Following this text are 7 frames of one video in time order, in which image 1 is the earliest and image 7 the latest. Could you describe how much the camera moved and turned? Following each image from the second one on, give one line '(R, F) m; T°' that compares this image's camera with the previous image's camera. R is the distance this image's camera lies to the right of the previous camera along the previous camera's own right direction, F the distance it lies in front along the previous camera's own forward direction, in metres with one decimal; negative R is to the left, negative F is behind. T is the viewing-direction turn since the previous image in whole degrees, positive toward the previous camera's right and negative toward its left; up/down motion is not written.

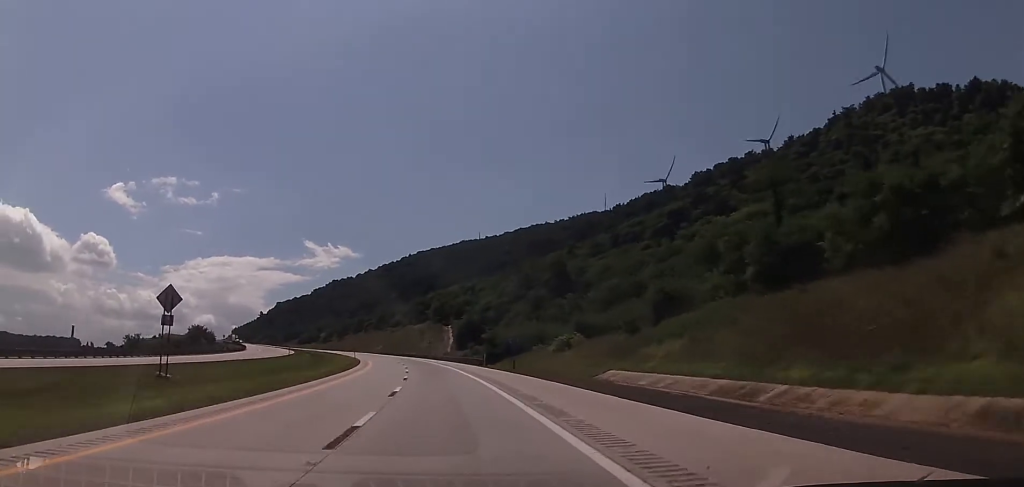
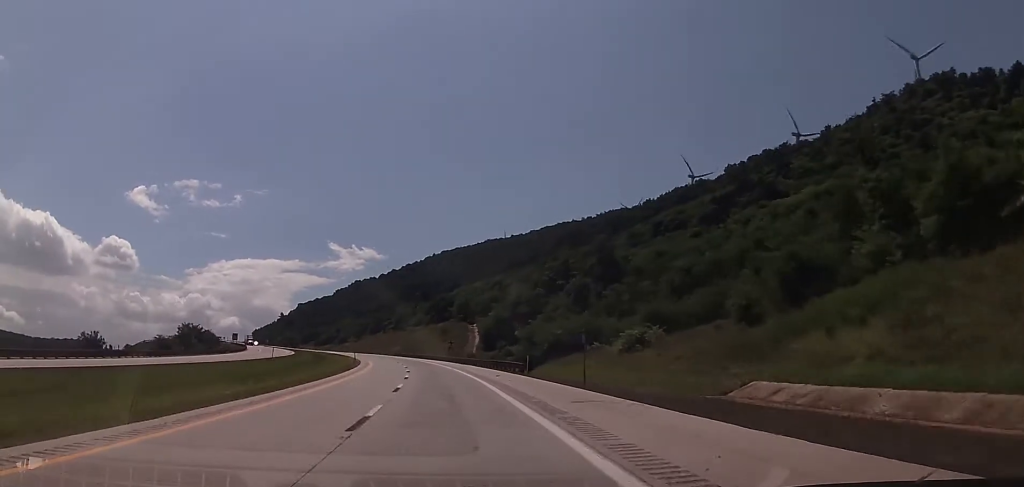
(-0.6, +22.0) m; -2°
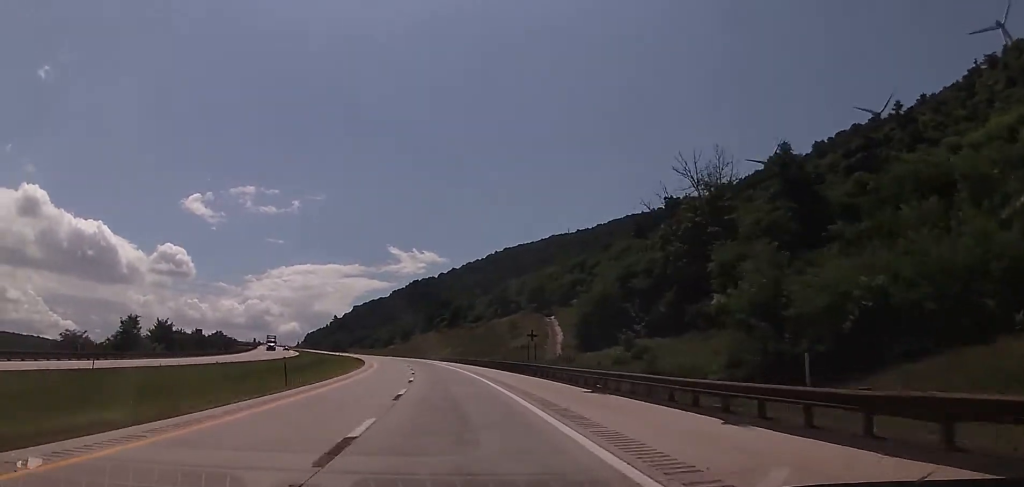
(-2.5, +53.0) m; -6°
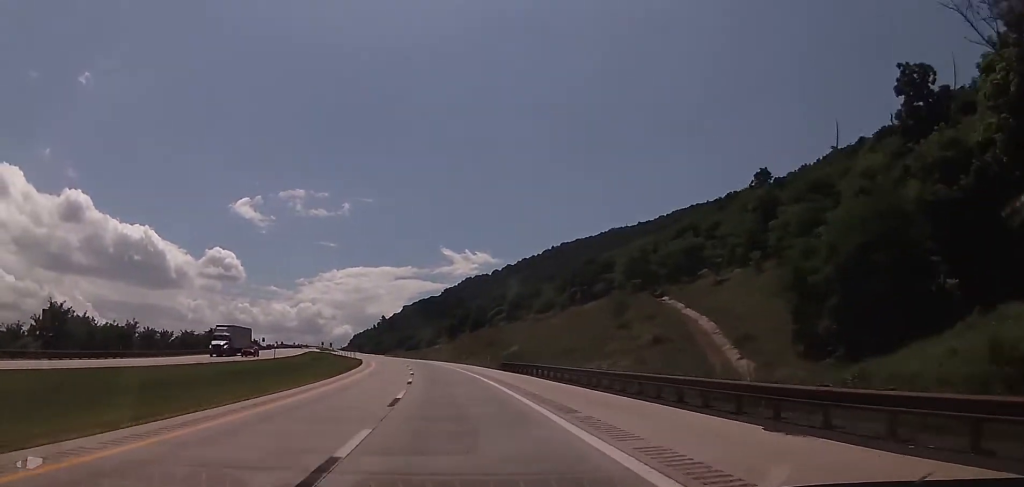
(-2.1, +51.9) m; -4°
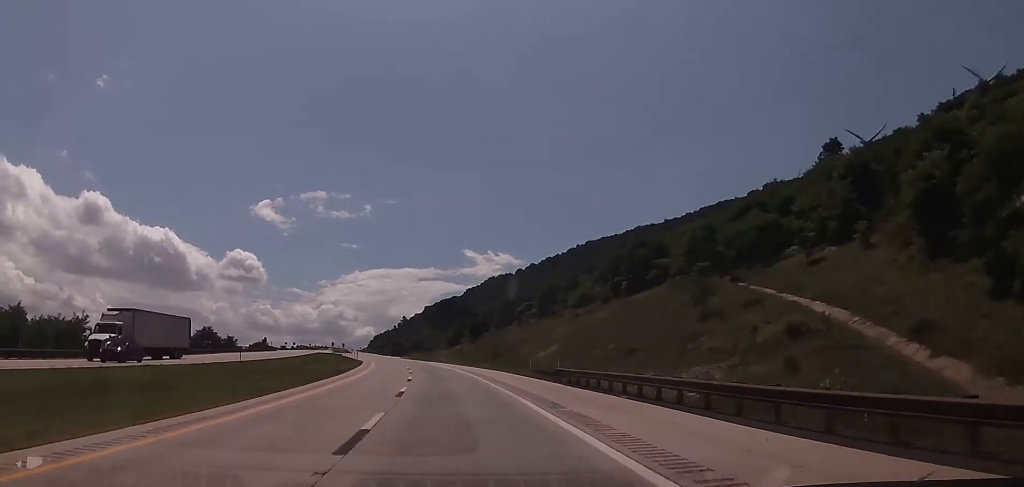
(-0.3, +21.0) m; -2°
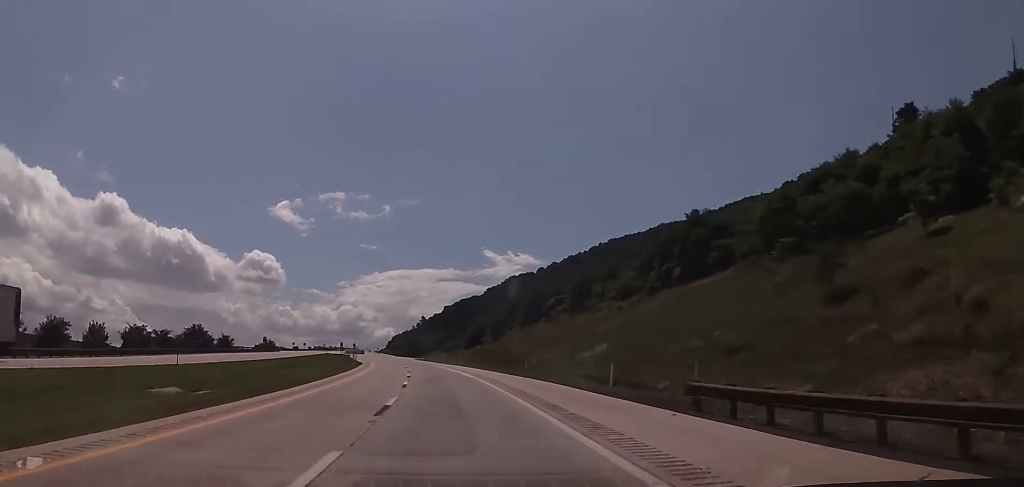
(0.0, +18.8) m; -2°
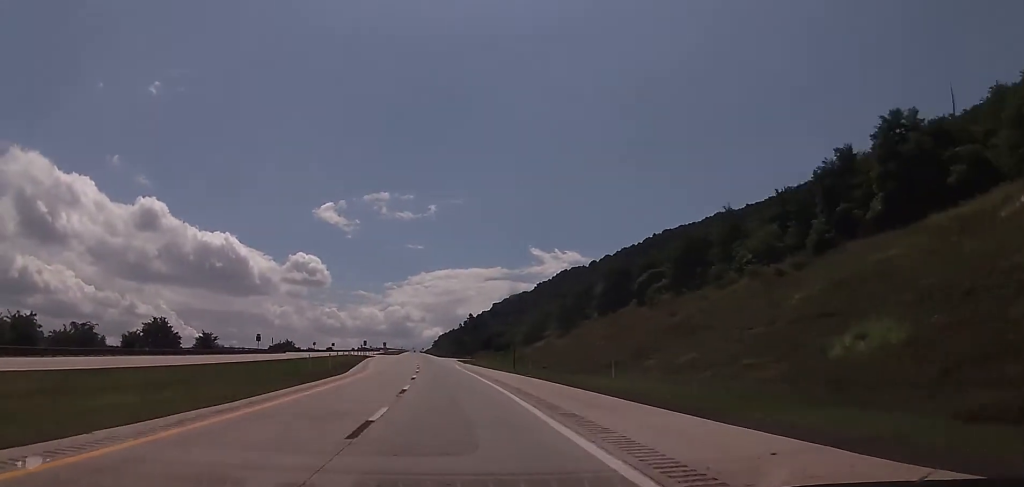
(-1.6, +40.8) m; -4°
